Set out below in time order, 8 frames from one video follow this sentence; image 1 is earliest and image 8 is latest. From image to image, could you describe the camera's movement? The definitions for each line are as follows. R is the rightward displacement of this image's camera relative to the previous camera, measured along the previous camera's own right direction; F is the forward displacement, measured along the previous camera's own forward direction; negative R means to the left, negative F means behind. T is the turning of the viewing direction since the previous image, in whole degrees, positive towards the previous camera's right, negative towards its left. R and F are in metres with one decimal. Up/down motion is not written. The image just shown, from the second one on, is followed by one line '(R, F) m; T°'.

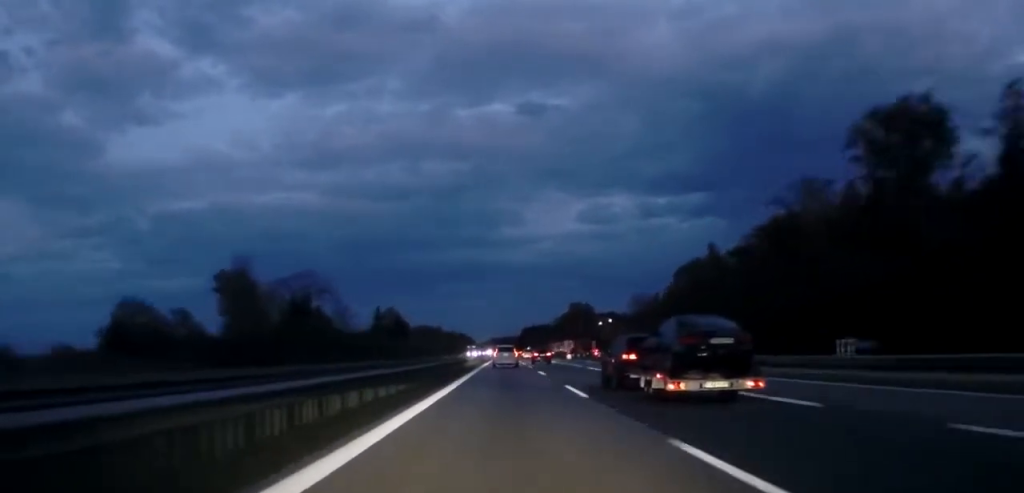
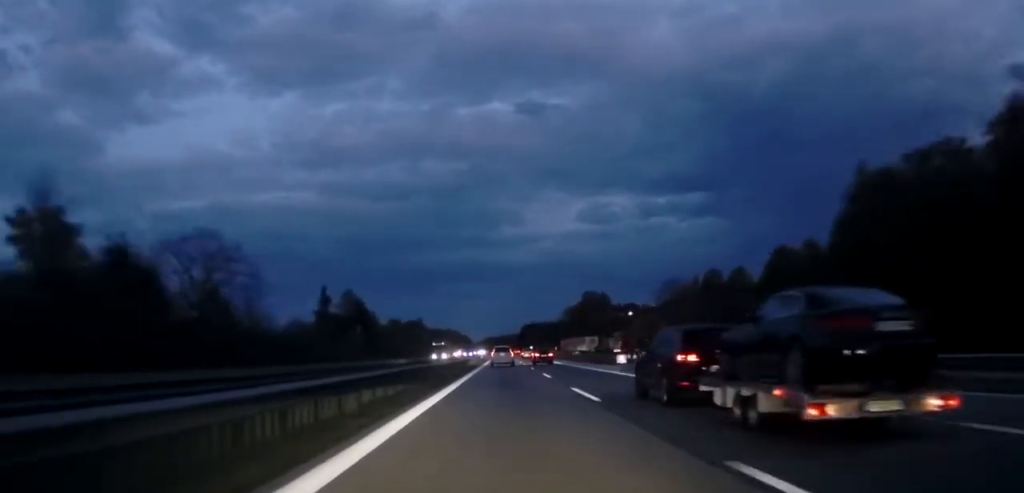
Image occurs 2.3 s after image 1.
(+0.1, +59.7) m; 0°
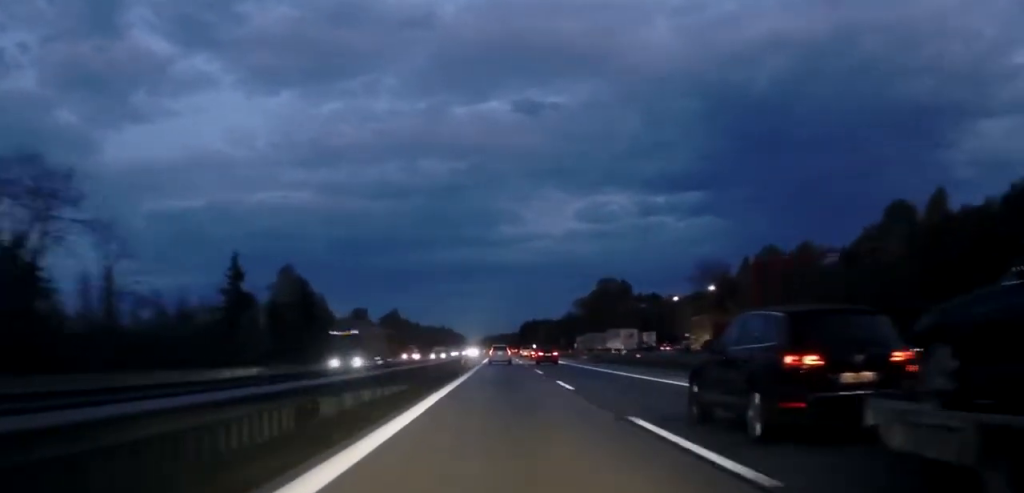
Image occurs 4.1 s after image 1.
(+0.1, +47.7) m; 0°
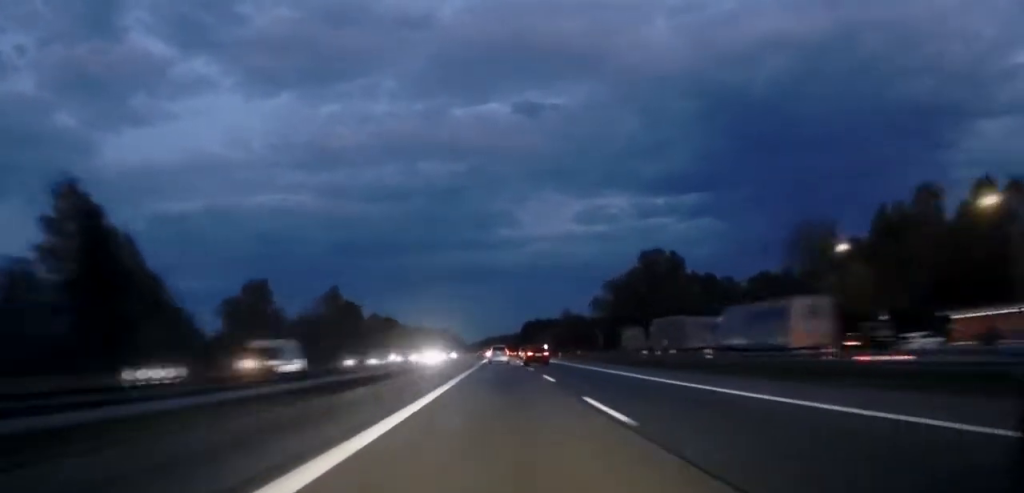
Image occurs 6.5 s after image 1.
(+0.1, +64.0) m; 0°
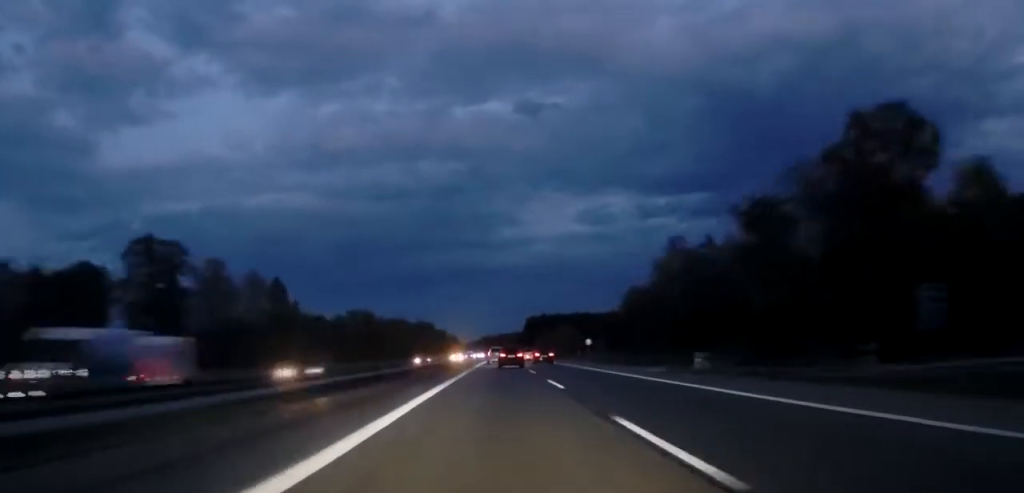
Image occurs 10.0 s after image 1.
(+0.1, +94.1) m; 0°
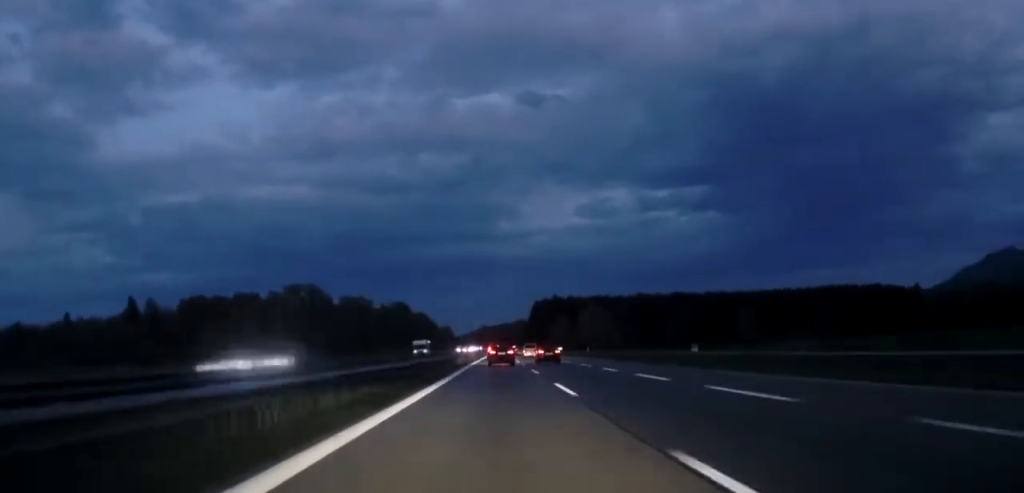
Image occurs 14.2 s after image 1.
(-0.3, +111.1) m; 0°
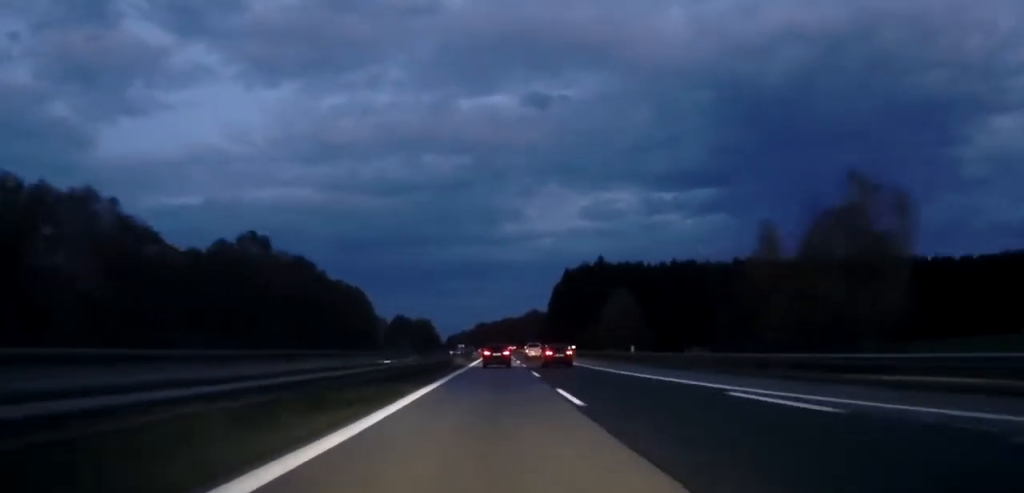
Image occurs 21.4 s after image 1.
(+0.1, +179.9) m; 0°
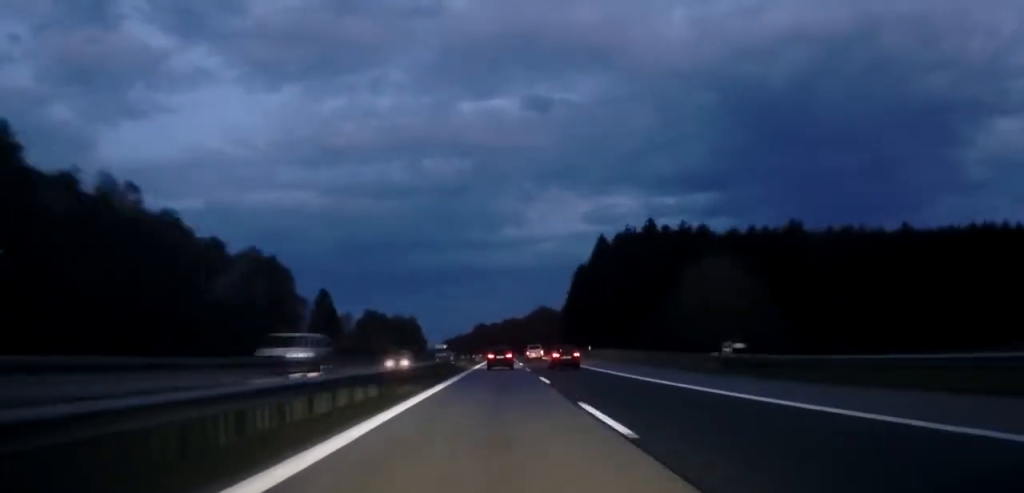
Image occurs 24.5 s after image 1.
(-0.2, +76.5) m; 0°
